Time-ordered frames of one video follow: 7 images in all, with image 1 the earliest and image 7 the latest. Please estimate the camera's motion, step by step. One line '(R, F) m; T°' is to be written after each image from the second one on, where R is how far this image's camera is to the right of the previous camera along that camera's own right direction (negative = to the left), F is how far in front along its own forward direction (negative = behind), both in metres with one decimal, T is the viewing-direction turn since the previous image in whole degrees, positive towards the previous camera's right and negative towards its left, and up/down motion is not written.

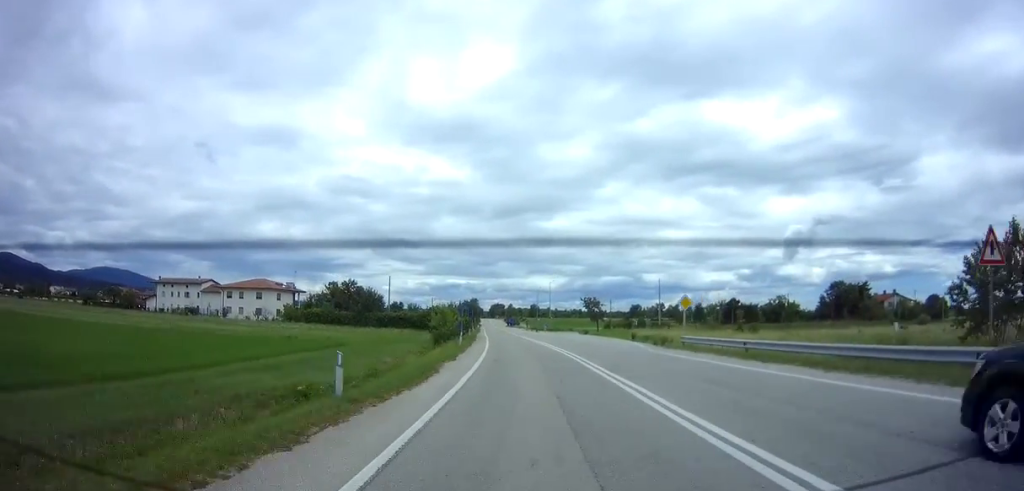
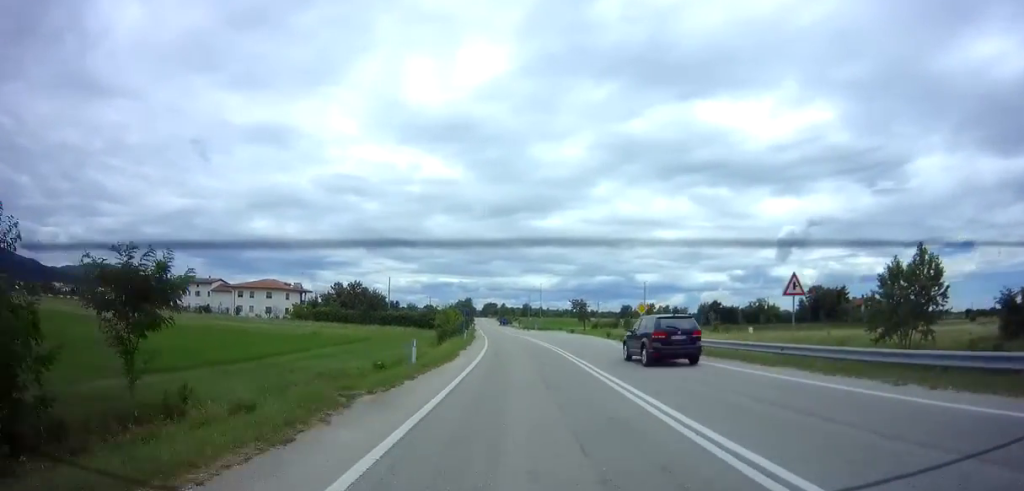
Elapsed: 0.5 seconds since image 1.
(0.0, +8.0) m; +1°
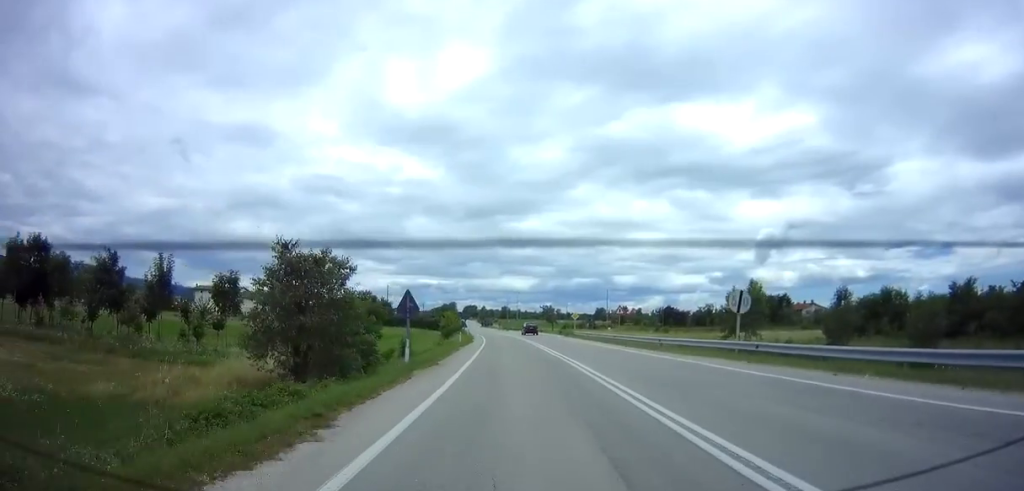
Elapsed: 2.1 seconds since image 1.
(+0.7, +24.6) m; +2°
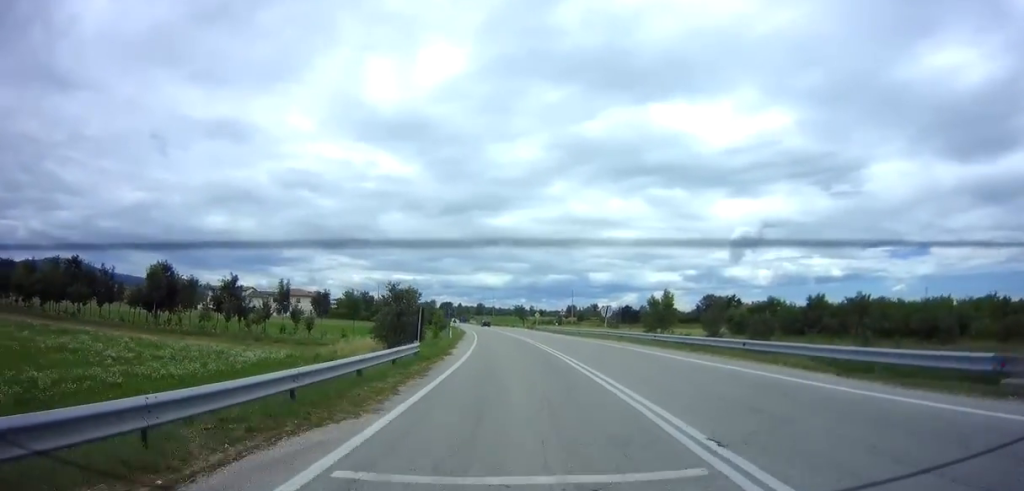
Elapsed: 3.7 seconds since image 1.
(+0.4, +22.6) m; +3°
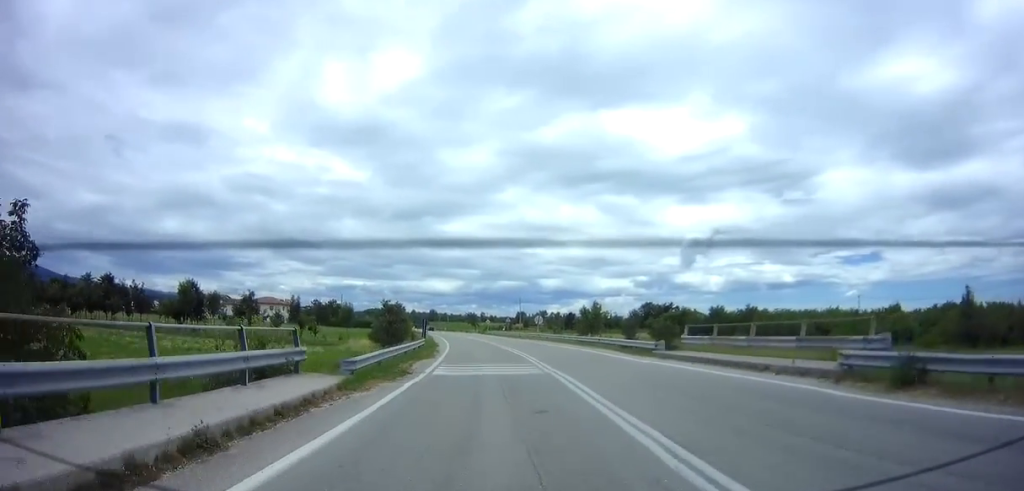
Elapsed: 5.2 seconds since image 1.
(+0.5, +16.6) m; +5°
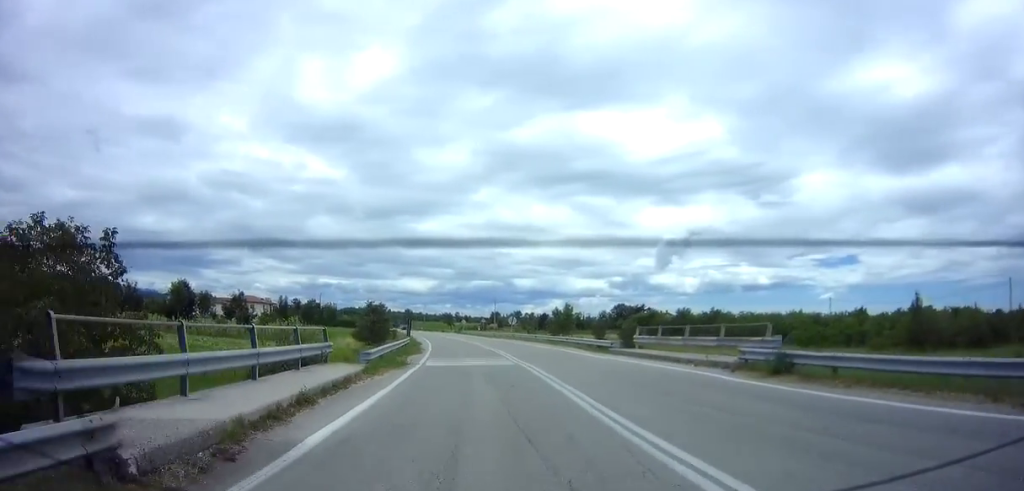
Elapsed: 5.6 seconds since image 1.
(0.0, +4.5) m; +3°
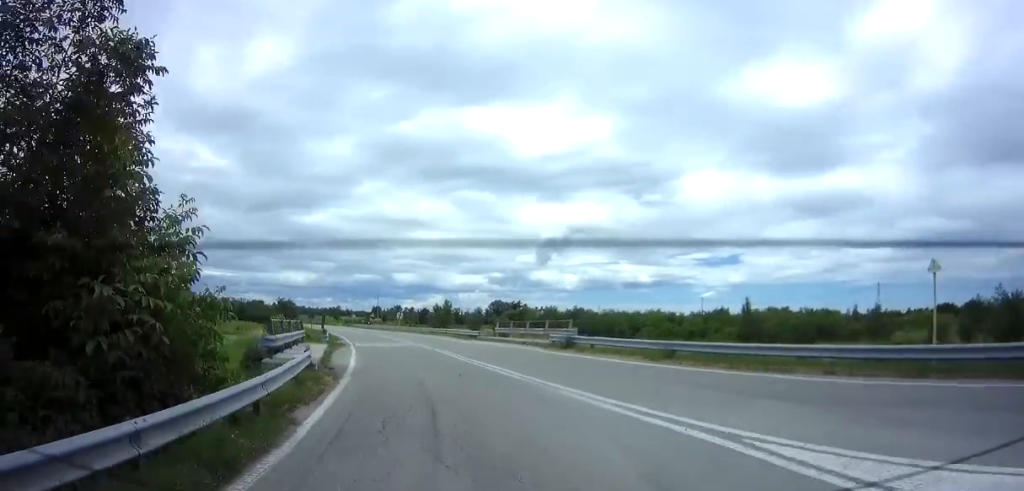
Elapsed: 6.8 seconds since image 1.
(+0.8, +11.1) m; +11°
